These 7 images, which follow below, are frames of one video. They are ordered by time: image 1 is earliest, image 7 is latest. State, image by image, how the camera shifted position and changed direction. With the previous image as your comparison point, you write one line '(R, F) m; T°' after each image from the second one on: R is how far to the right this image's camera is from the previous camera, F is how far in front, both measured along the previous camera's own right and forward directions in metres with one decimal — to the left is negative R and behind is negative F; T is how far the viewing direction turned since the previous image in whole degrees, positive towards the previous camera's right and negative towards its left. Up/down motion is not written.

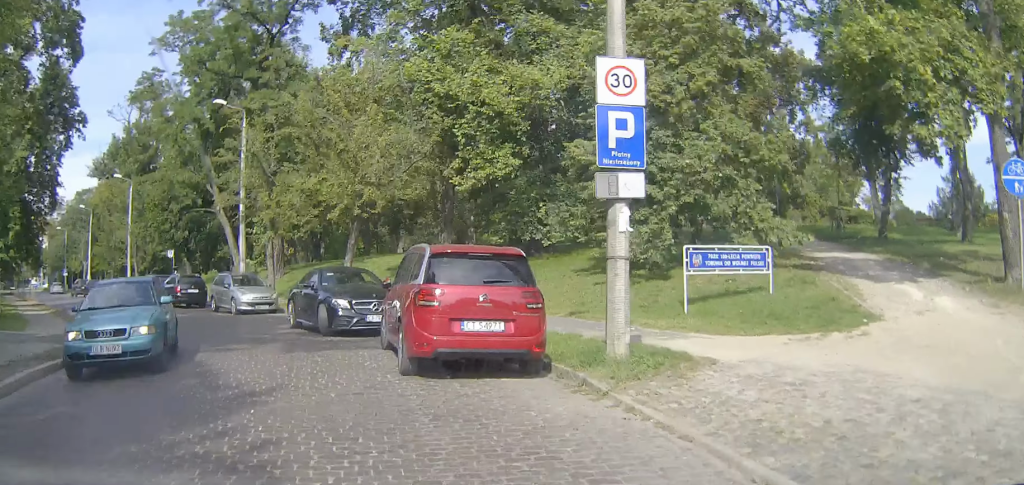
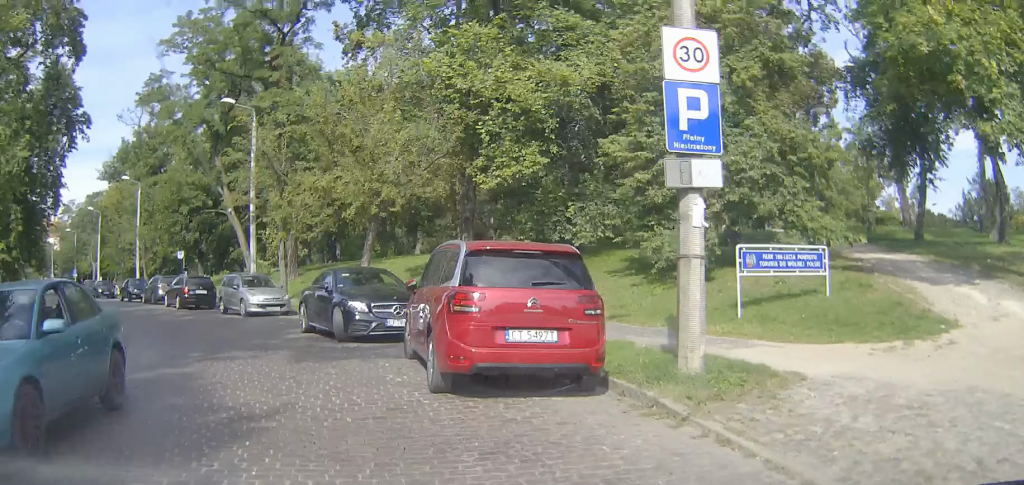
(0.0, +2.2) m; 0°
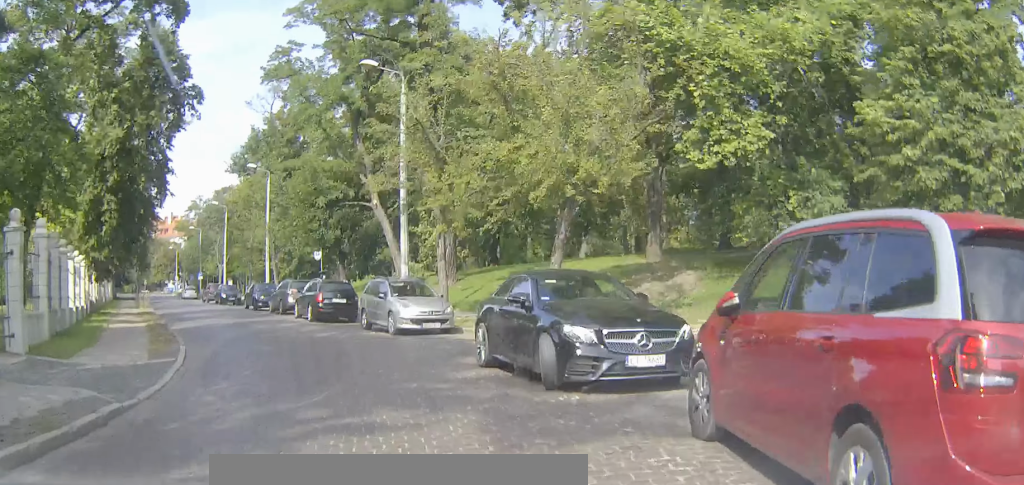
(+0.1, +6.0) m; -2°
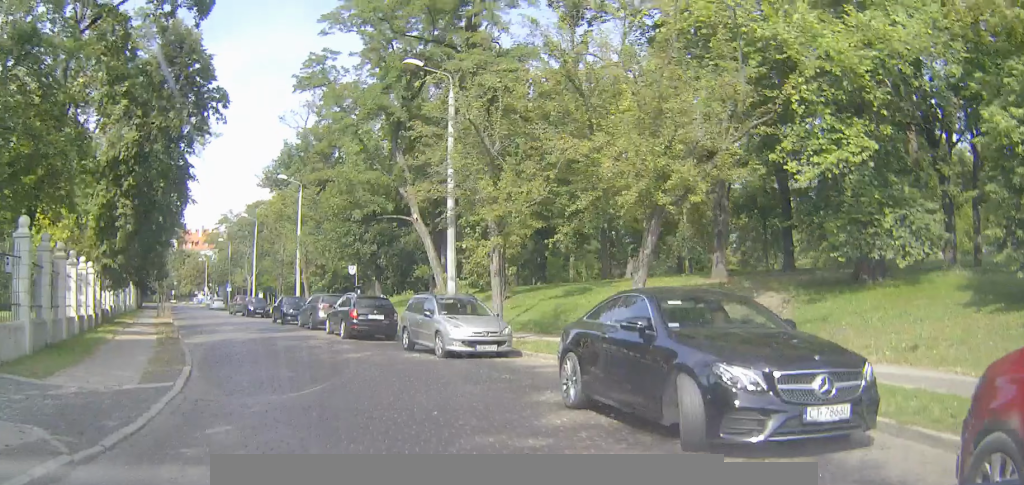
(-0.2, +3.1) m; -6°
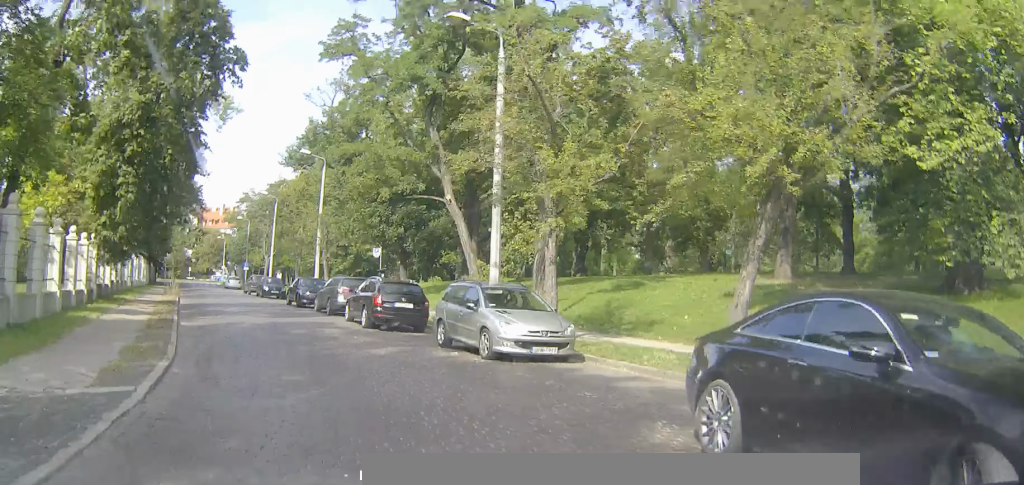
(-0.2, +3.3) m; -6°
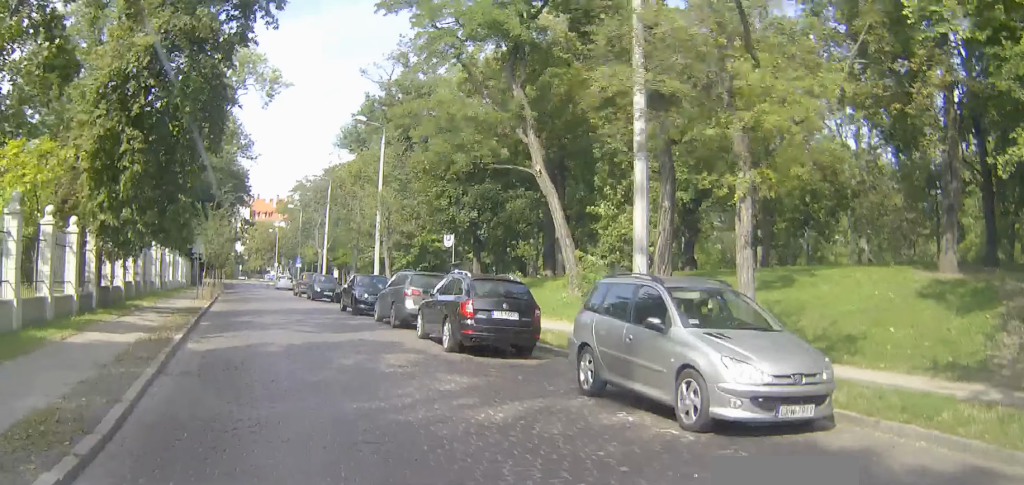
(-0.4, +6.5) m; -7°
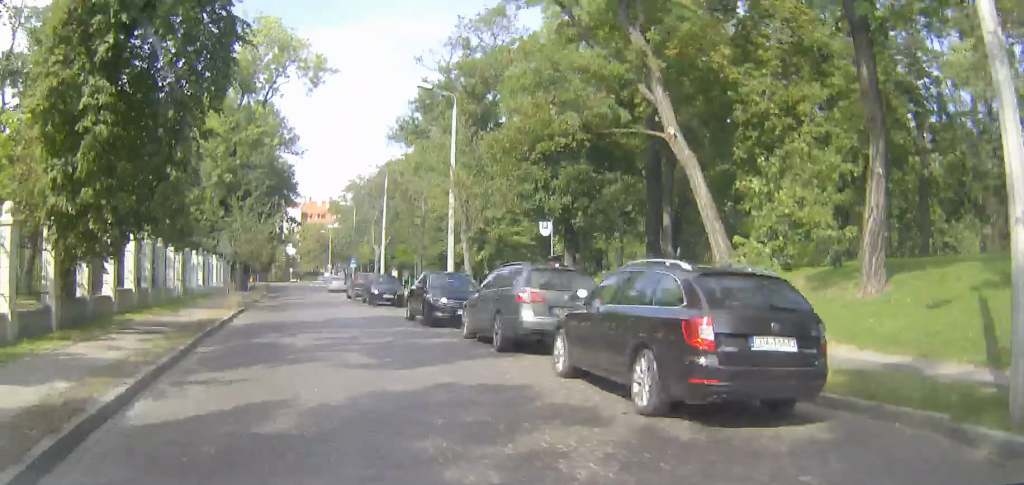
(-0.5, +7.9) m; -4°
